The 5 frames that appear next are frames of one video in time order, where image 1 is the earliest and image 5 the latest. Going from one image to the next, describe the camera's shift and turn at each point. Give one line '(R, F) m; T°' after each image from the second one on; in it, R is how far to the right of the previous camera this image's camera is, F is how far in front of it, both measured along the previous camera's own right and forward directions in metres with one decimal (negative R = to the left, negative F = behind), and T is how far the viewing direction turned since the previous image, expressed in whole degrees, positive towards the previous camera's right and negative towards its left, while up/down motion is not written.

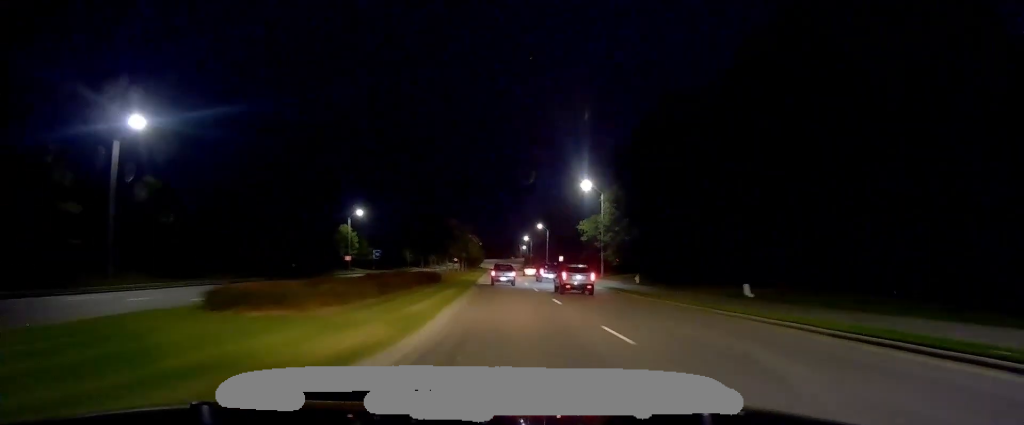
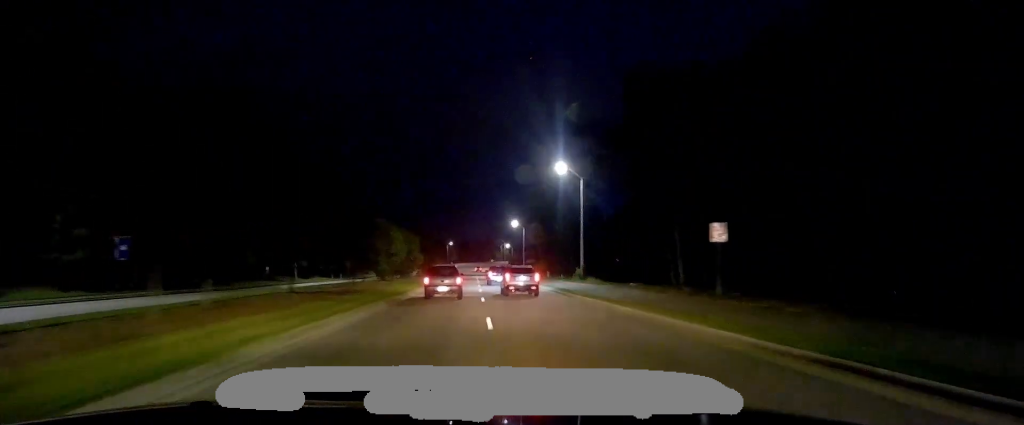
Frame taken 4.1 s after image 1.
(-1.4, +82.5) m; -1°
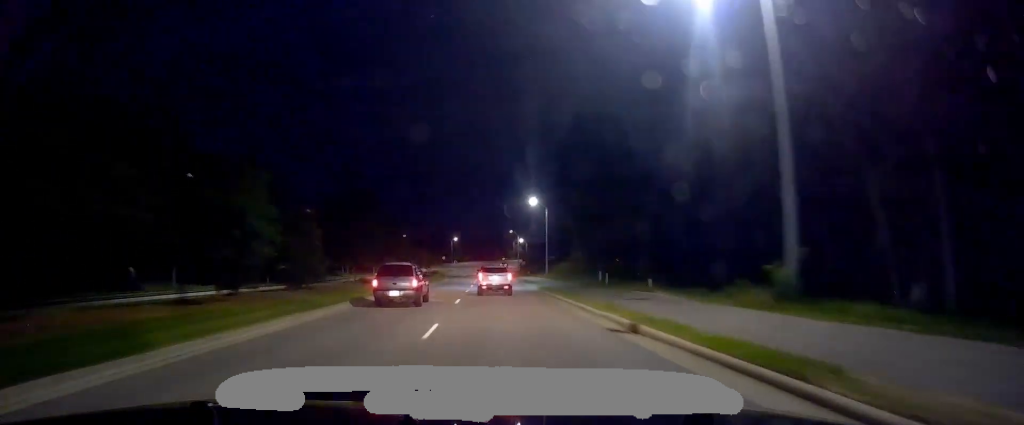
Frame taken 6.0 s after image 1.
(+0.6, +38.1) m; 0°
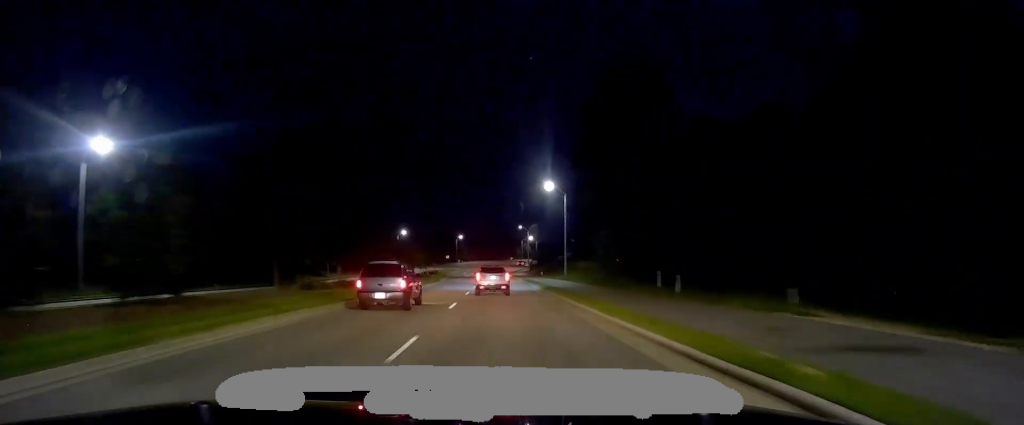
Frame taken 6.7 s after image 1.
(-0.2, +15.1) m; 0°
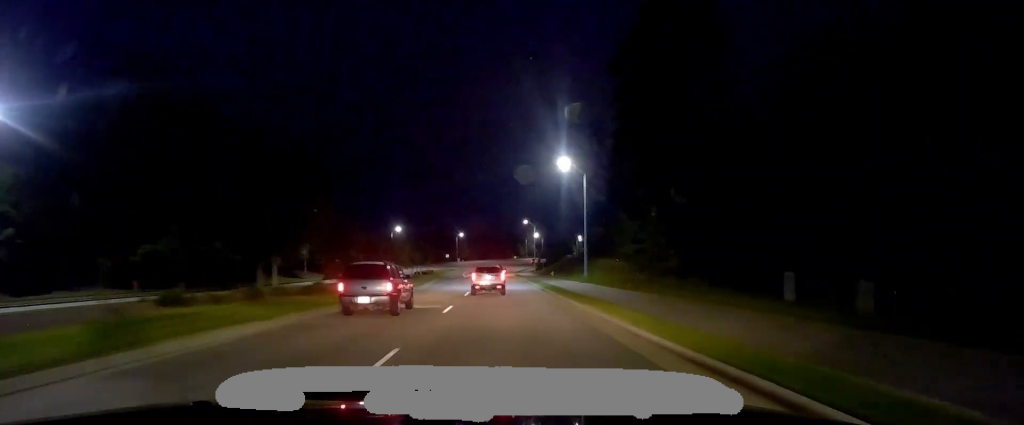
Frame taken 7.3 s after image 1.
(-0.1, +14.0) m; +1°
